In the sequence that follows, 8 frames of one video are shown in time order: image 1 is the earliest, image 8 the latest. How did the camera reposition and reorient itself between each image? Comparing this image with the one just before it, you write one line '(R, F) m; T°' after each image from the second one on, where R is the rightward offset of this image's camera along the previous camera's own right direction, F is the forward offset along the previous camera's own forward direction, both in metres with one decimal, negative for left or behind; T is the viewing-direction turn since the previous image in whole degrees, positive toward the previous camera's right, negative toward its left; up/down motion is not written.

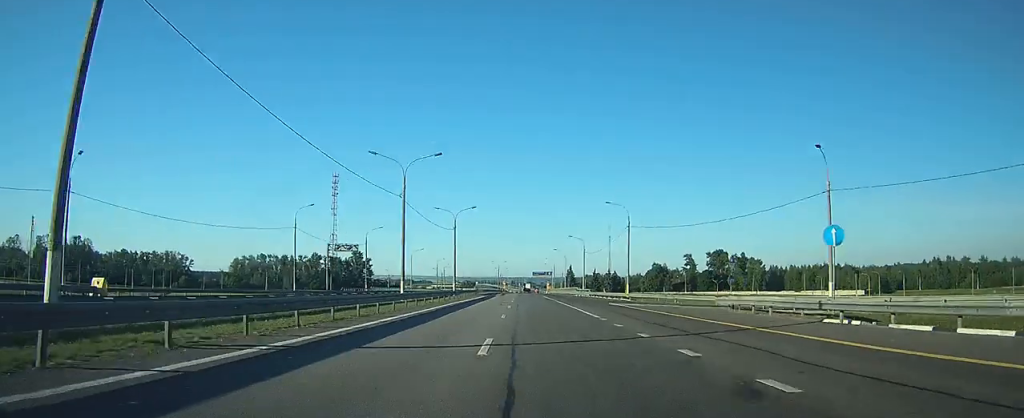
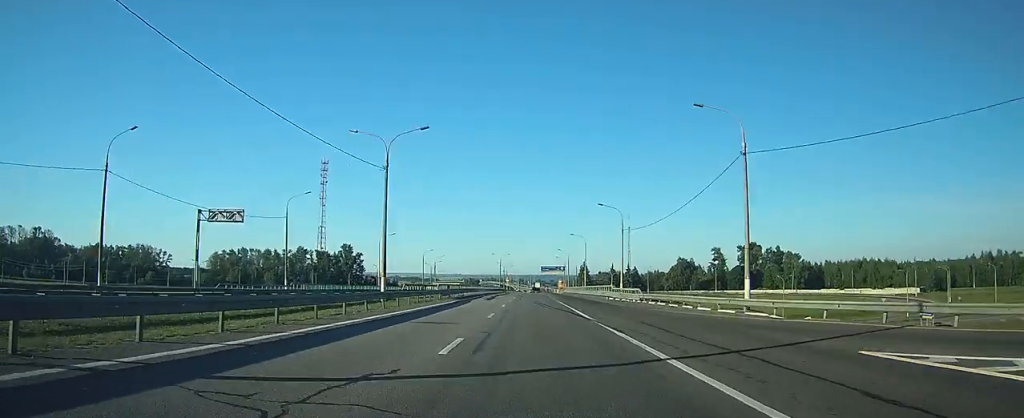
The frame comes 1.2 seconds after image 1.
(0.0, +36.5) m; 0°
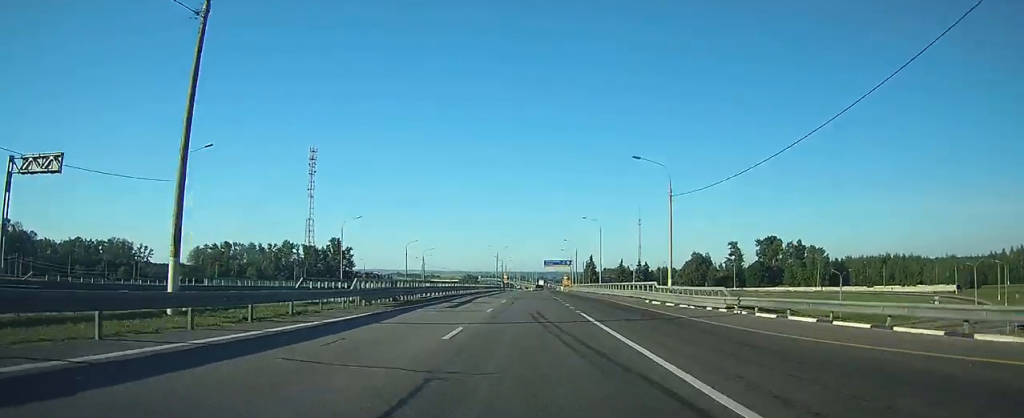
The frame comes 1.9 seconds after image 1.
(0.0, +22.0) m; 0°
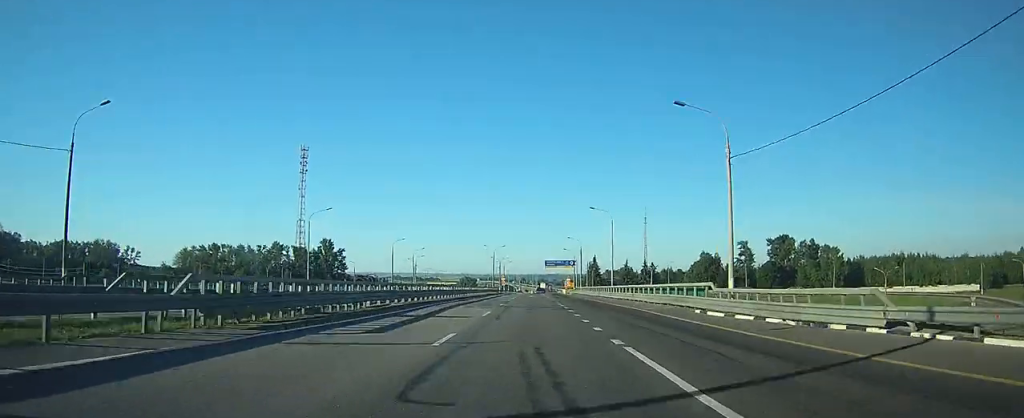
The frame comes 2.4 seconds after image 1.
(0.0, +12.9) m; 0°
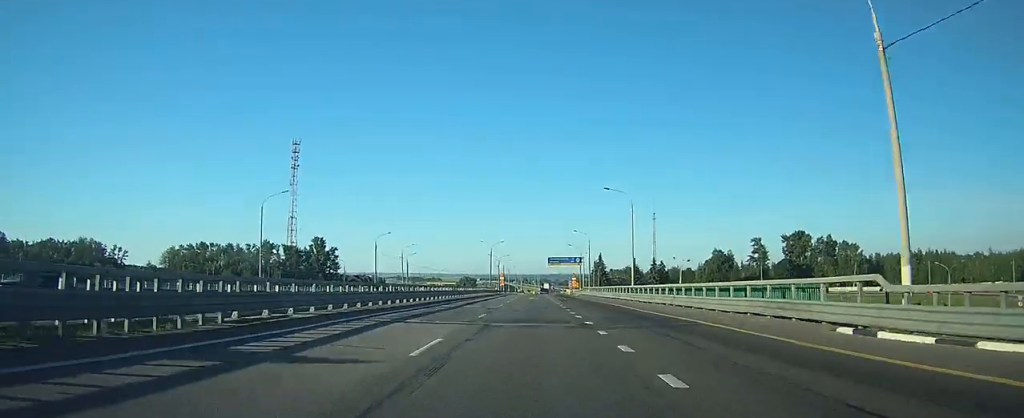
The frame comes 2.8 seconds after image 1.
(0.0, +13.8) m; 0°
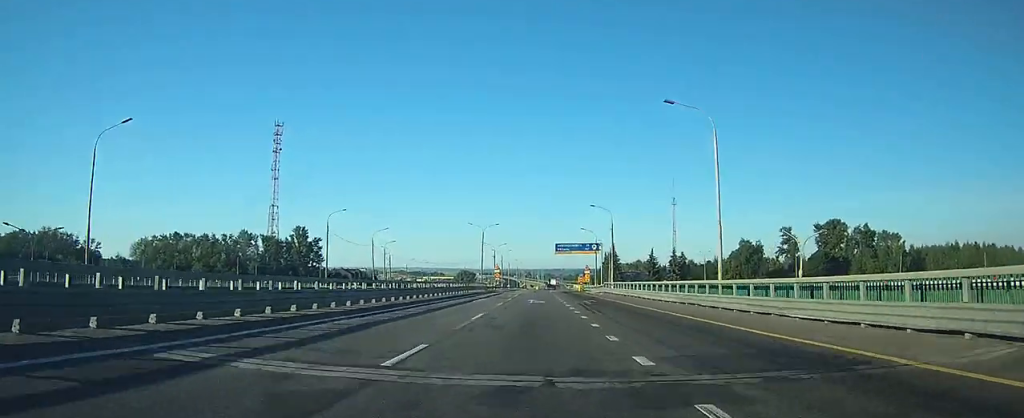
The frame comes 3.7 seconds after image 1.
(-0.1, +26.3) m; -1°
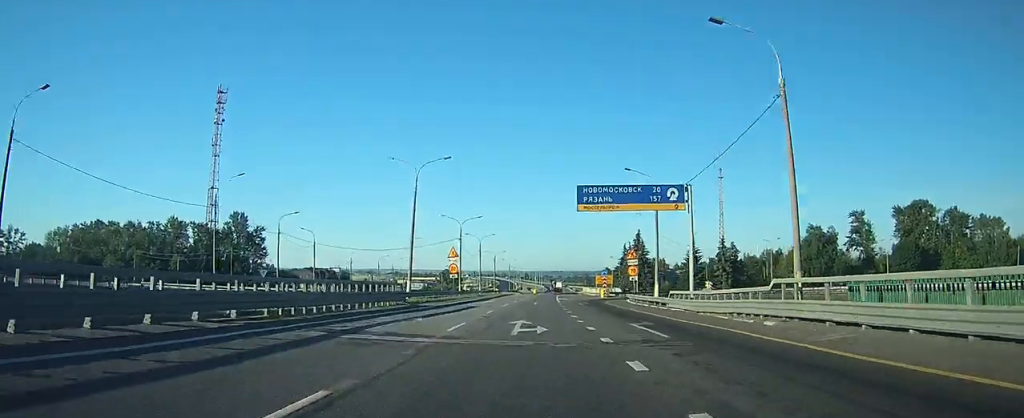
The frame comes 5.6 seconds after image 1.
(-0.4, +52.3) m; -1°
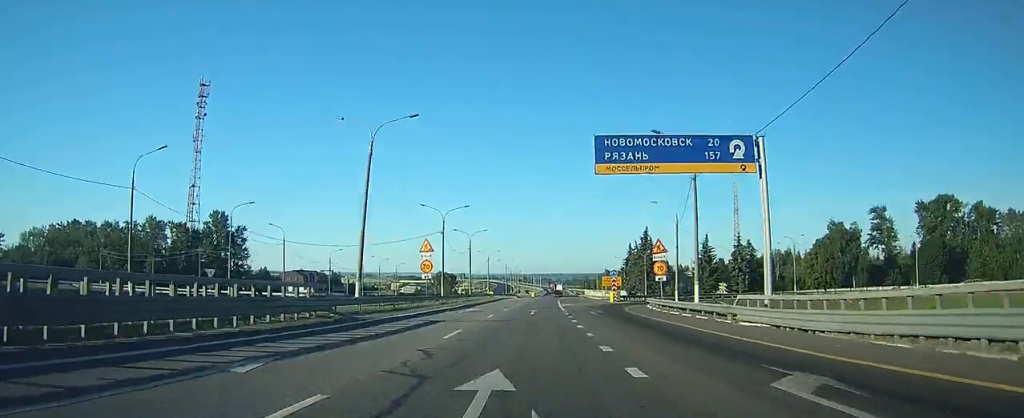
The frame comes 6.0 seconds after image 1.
(0.0, +12.2) m; 0°
